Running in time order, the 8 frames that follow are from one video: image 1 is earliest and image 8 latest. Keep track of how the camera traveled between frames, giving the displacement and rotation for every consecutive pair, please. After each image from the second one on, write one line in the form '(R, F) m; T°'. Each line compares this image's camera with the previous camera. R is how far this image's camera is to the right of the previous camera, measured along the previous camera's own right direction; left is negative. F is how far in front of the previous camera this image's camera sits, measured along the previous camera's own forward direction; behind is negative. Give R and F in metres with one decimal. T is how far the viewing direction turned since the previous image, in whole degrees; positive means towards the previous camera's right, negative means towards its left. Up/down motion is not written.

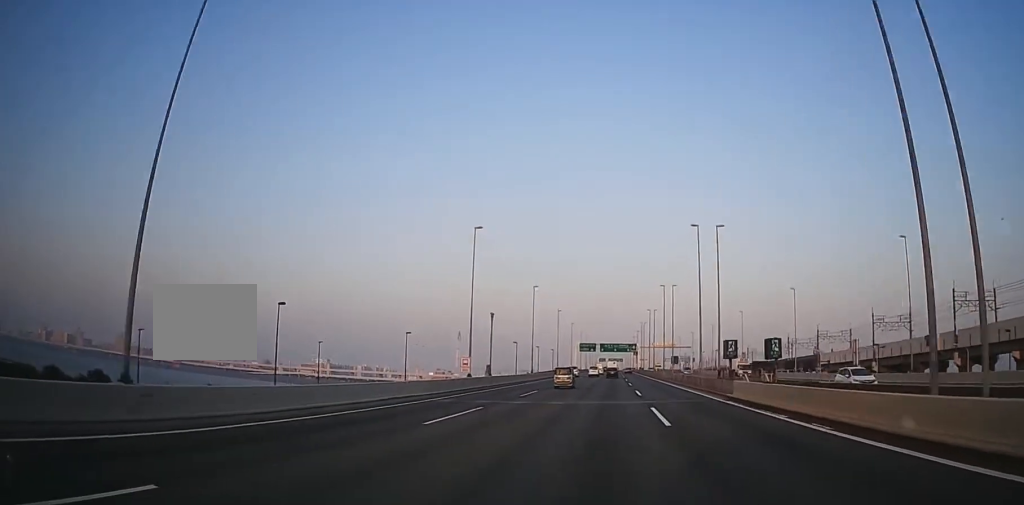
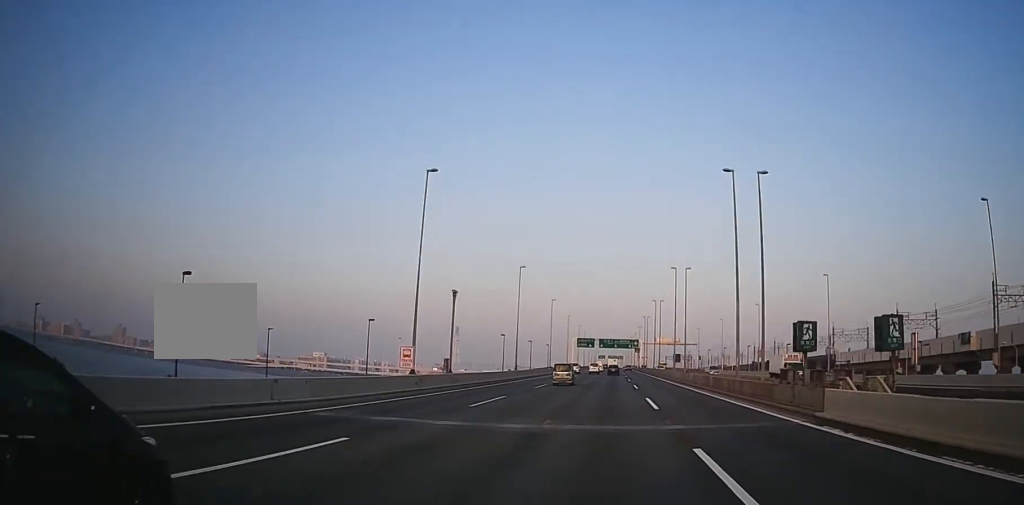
(-0.9, +14.5) m; 0°
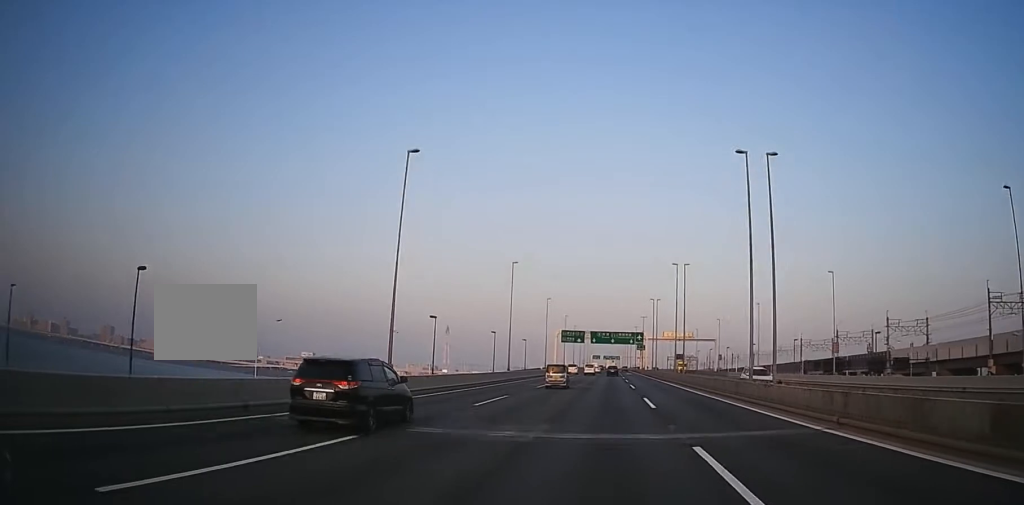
(+0.3, +39.2) m; 0°
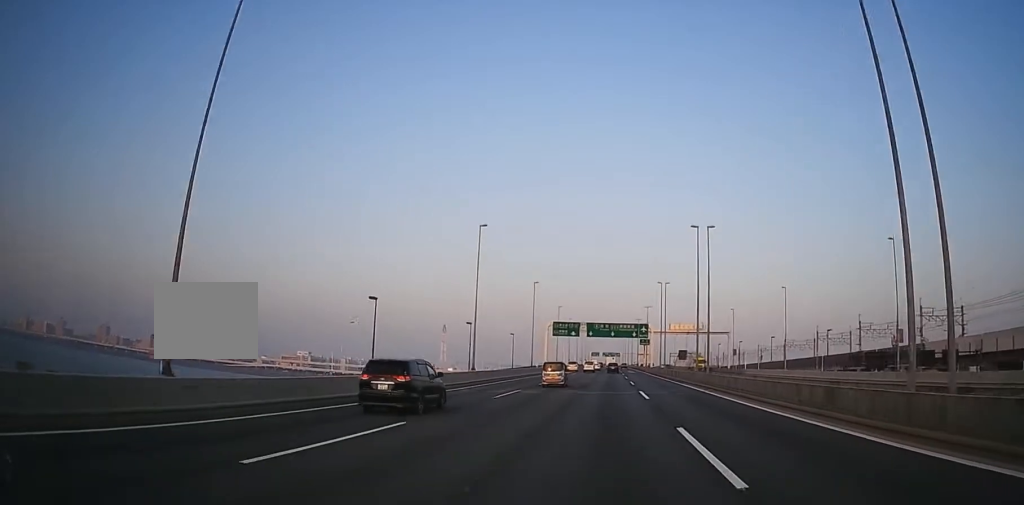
(+0.1, +16.1) m; 0°
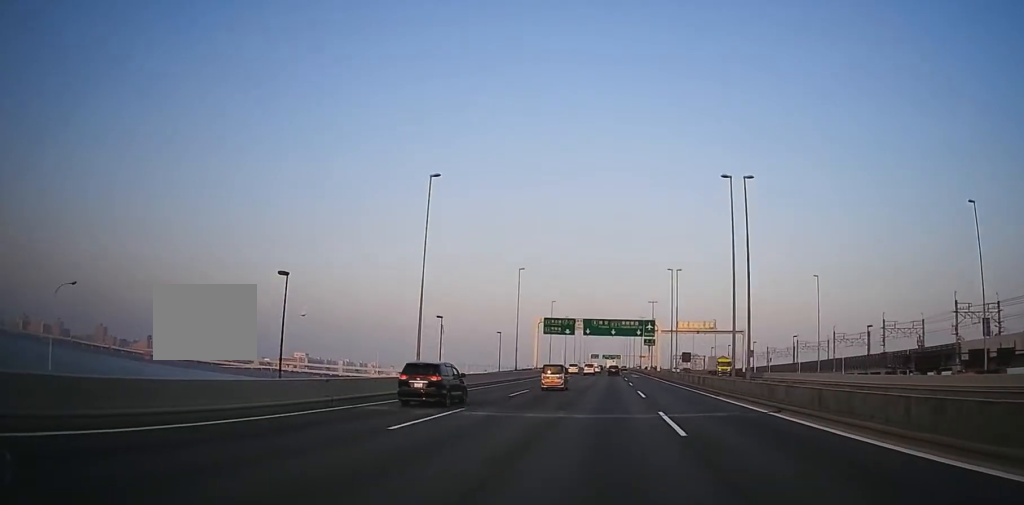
(+0.8, +15.2) m; 0°
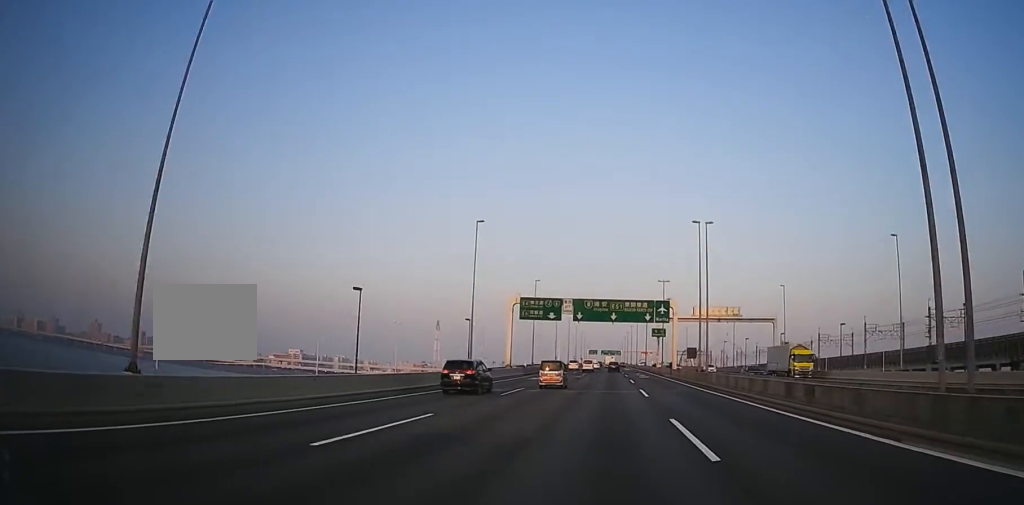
(-1.3, +22.7) m; 0°
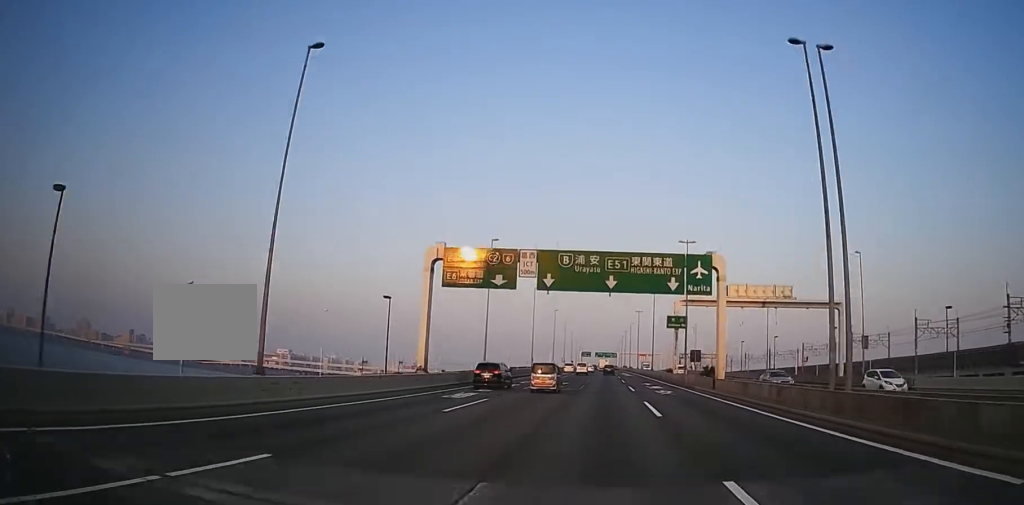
(+1.9, +29.4) m; +2°
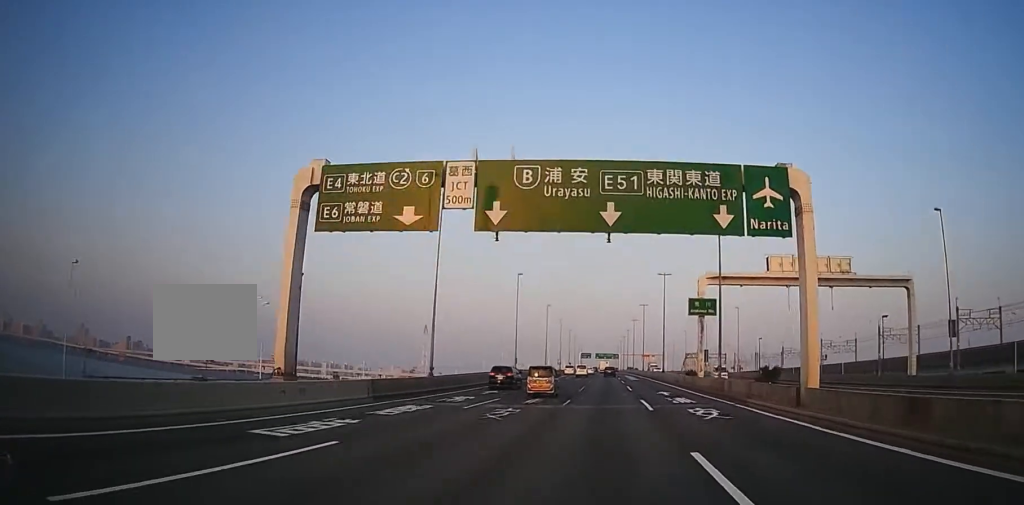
(0.0, +17.6) m; -3°
